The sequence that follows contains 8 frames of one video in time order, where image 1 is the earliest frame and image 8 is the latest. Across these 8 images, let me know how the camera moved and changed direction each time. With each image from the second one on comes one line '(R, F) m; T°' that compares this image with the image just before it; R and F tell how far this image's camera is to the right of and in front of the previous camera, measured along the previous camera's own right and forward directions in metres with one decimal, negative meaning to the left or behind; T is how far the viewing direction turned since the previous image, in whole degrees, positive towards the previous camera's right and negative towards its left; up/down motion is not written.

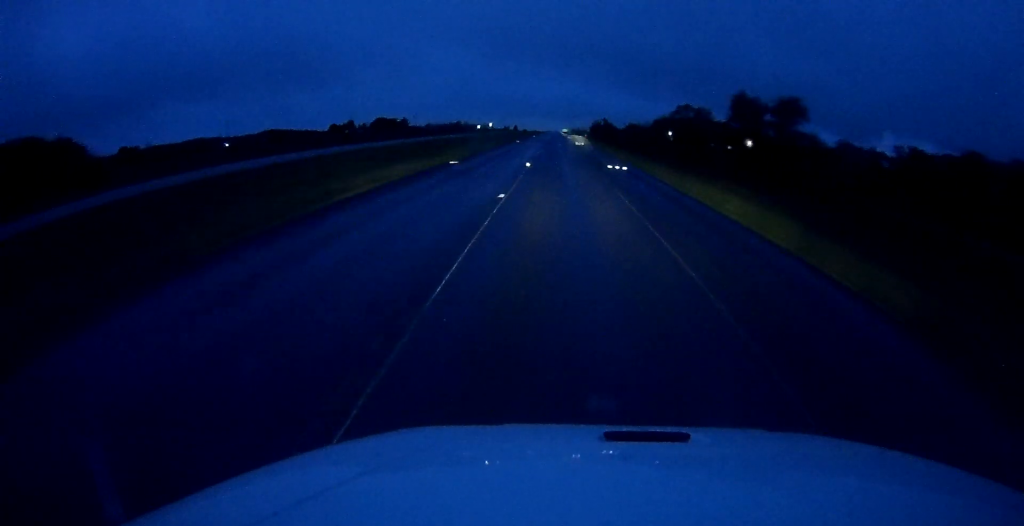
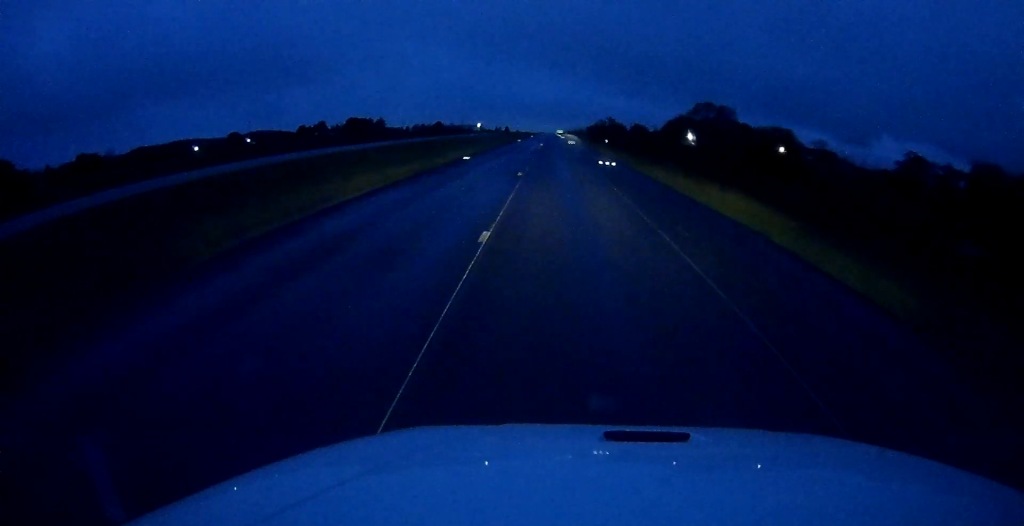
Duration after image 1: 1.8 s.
(-0.7, +54.5) m; -1°
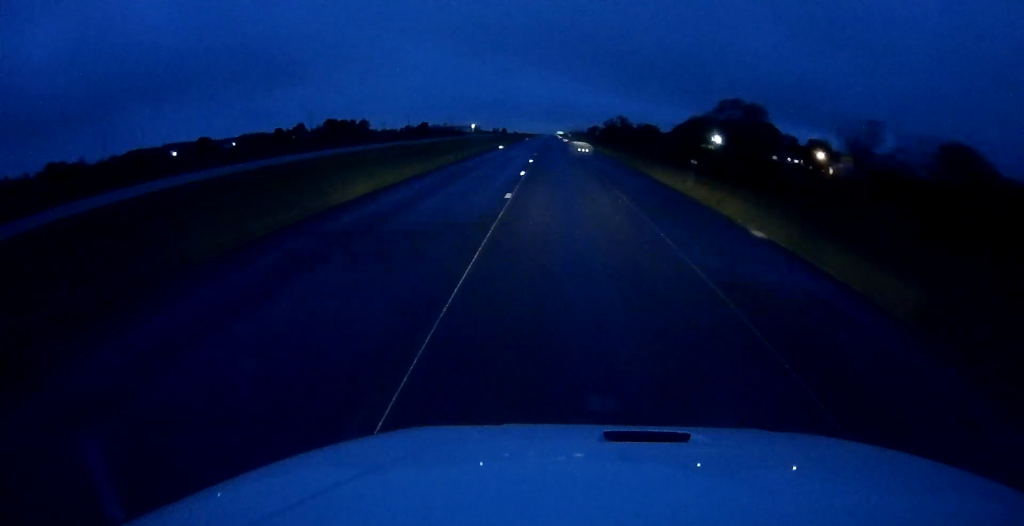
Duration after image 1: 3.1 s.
(+0.2, +41.0) m; +1°
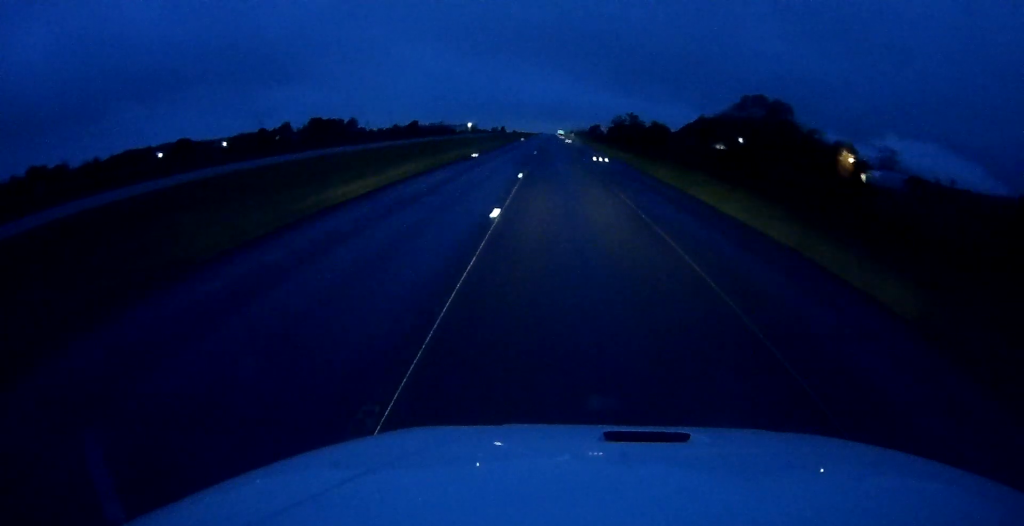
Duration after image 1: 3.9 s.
(+0.1, +25.5) m; 0°
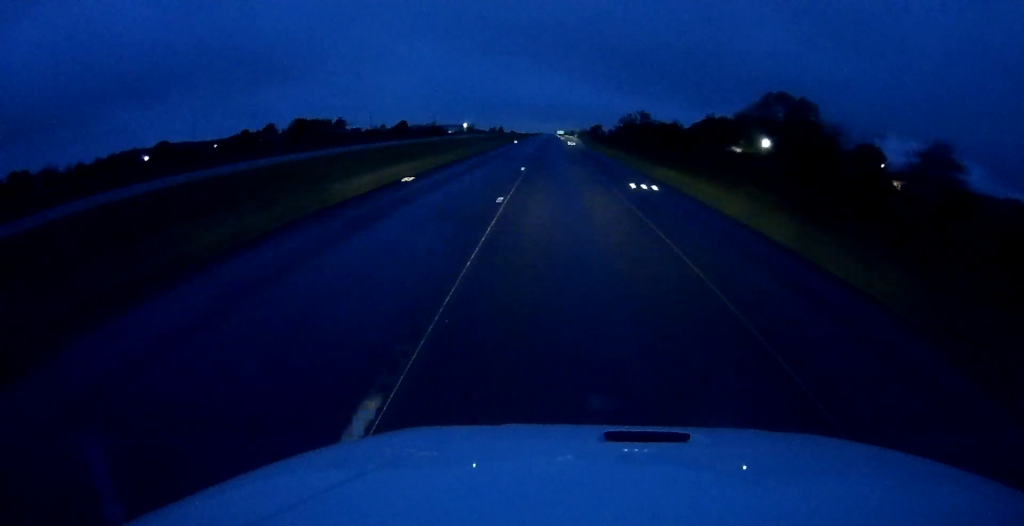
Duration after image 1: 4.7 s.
(0.0, +22.3) m; 0°
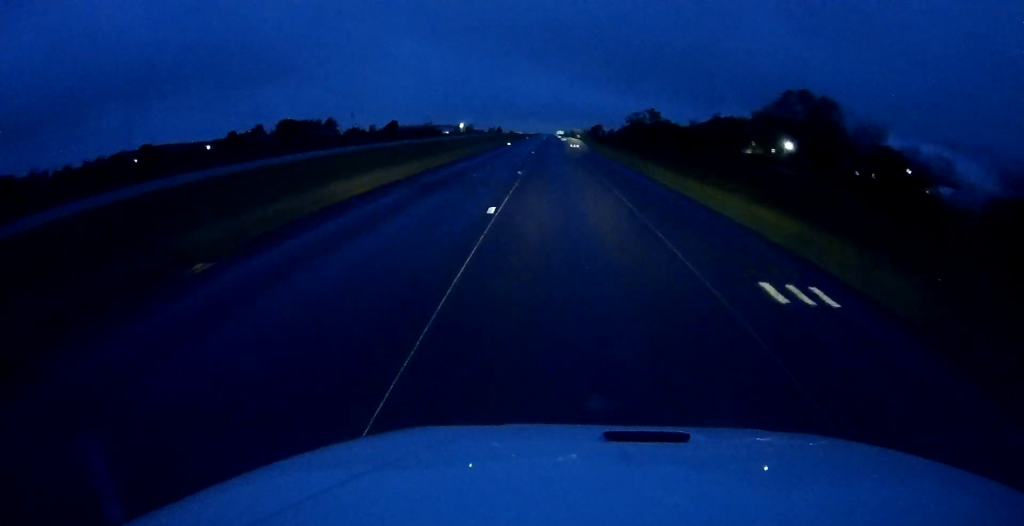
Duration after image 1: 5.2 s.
(0.0, +16.2) m; 0°
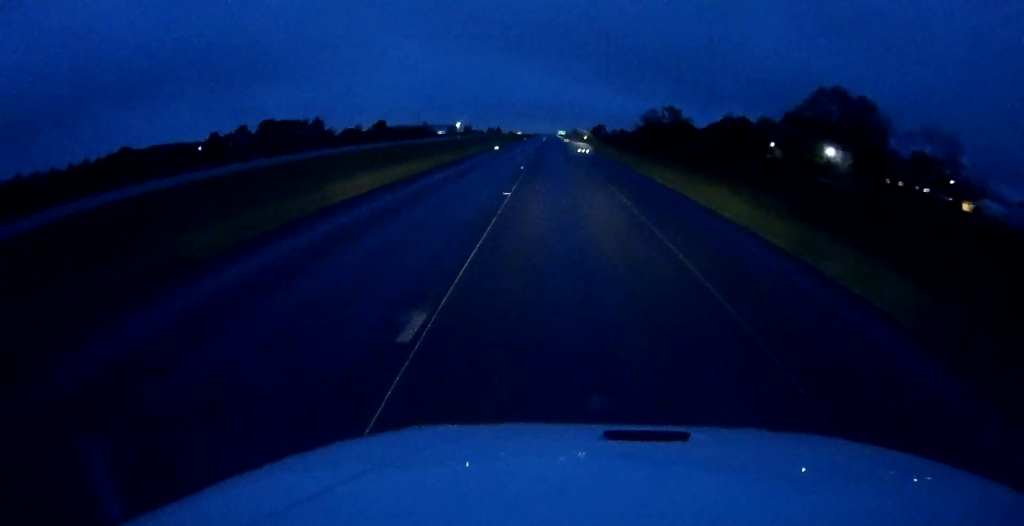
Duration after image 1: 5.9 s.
(0.0, +22.3) m; 0°
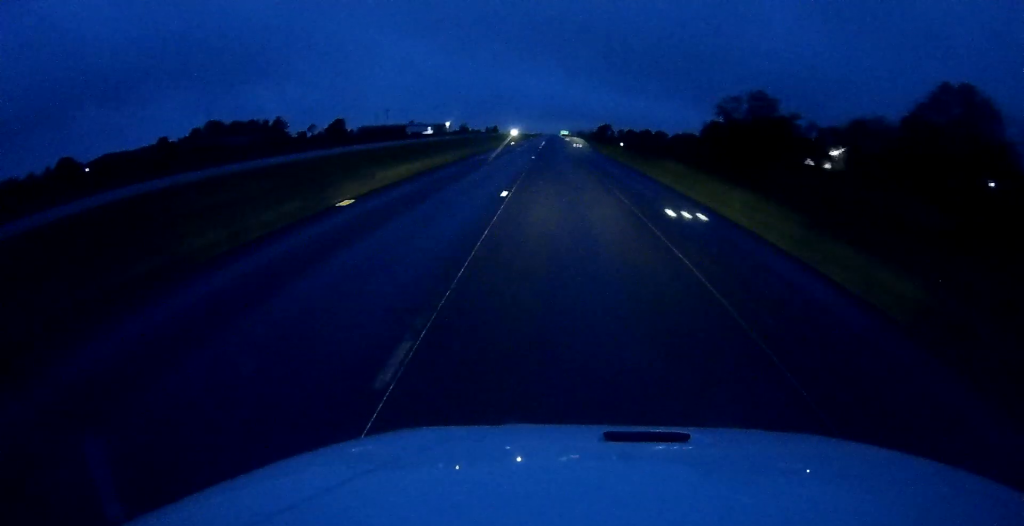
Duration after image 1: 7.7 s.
(0.0, +52.4) m; 0°
